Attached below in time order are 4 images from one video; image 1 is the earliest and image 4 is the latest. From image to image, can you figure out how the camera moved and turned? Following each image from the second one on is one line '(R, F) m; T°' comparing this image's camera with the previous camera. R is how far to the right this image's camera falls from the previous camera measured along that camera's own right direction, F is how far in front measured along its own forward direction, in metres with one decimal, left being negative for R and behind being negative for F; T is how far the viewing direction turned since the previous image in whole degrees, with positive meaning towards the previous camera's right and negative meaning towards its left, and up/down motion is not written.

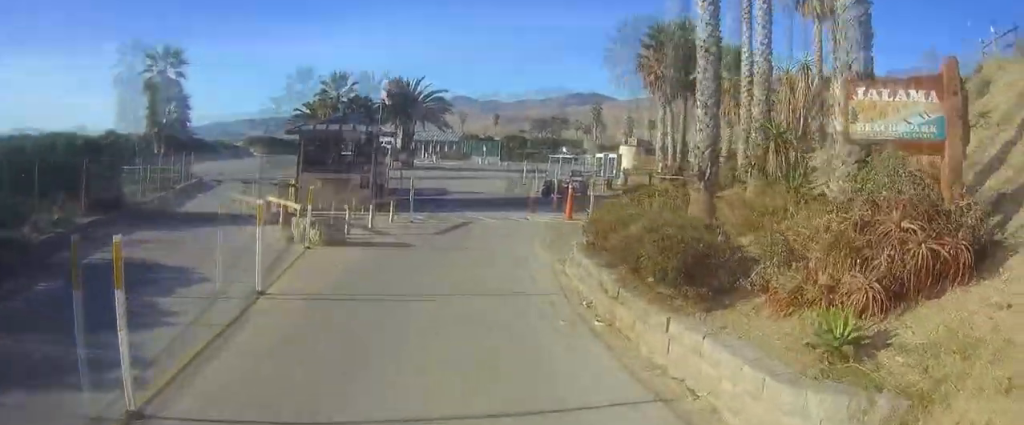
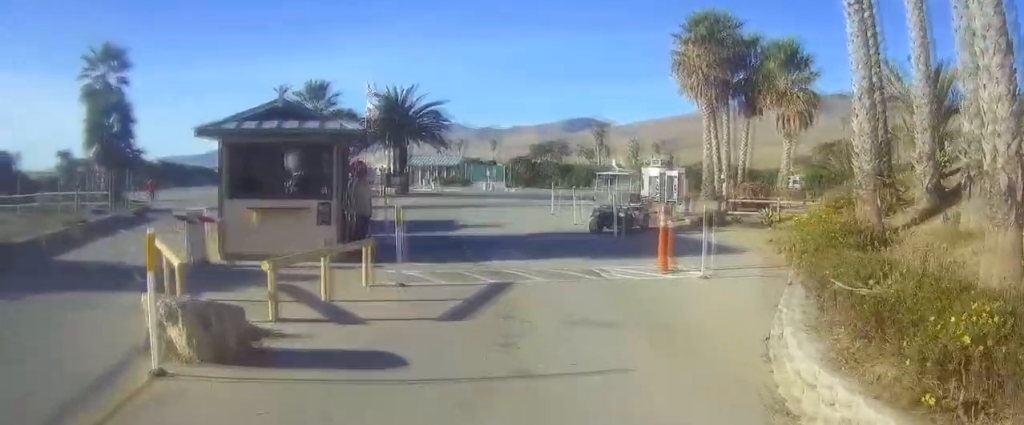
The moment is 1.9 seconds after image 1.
(-0.5, +8.0) m; -8°
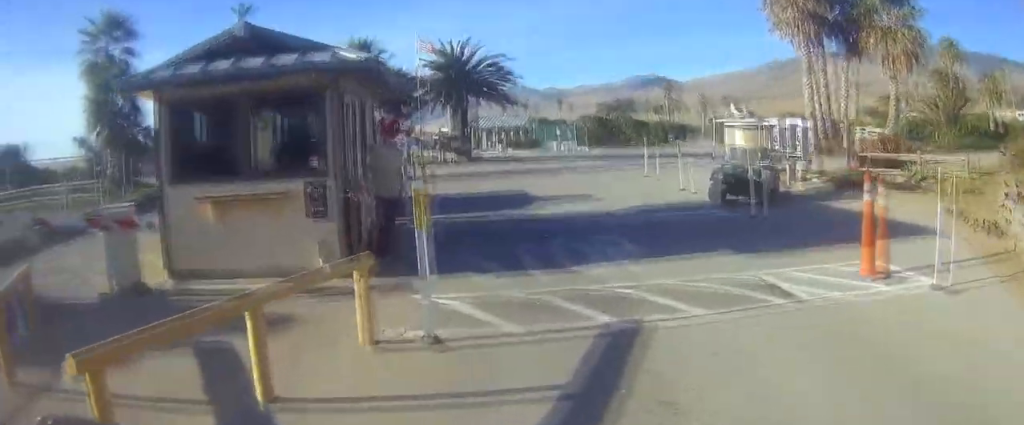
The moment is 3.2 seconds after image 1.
(0.0, +5.5) m; 0°
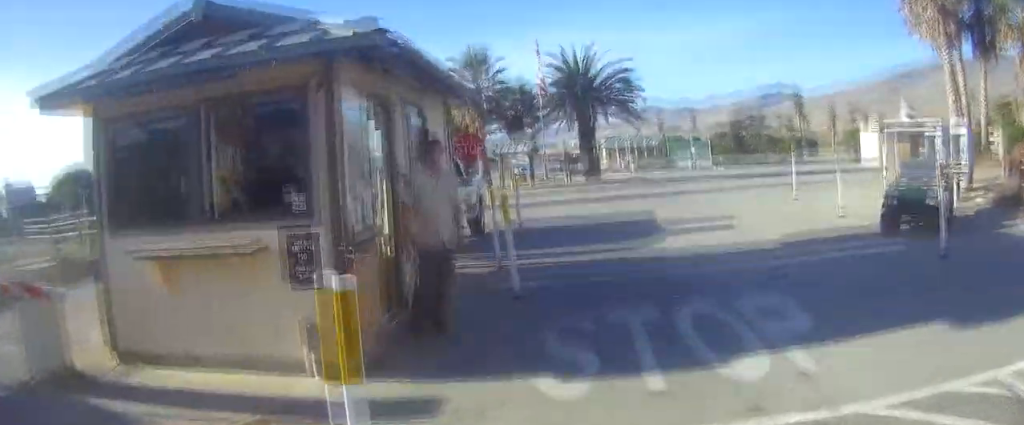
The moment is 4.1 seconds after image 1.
(0.0, +4.1) m; -1°
